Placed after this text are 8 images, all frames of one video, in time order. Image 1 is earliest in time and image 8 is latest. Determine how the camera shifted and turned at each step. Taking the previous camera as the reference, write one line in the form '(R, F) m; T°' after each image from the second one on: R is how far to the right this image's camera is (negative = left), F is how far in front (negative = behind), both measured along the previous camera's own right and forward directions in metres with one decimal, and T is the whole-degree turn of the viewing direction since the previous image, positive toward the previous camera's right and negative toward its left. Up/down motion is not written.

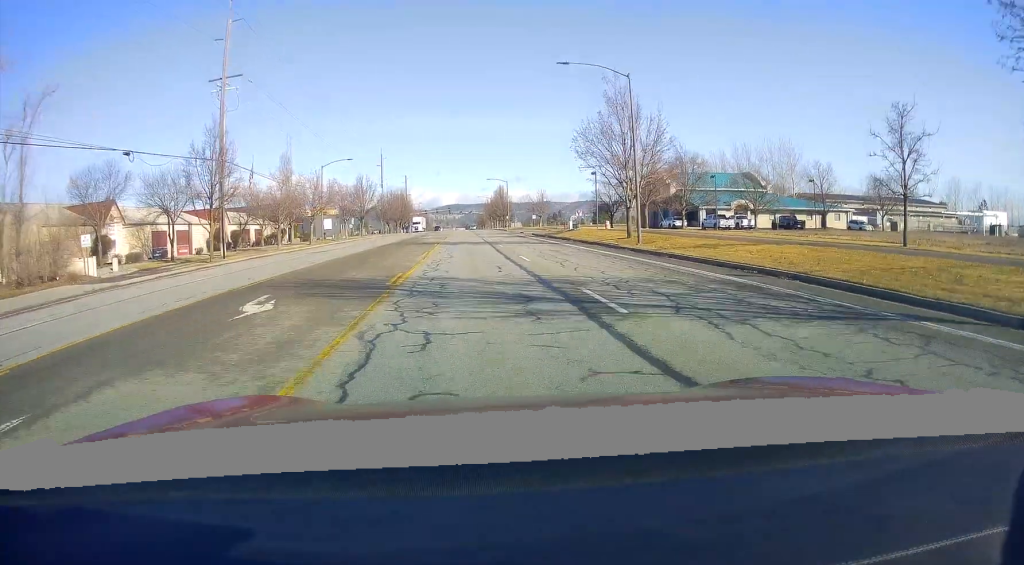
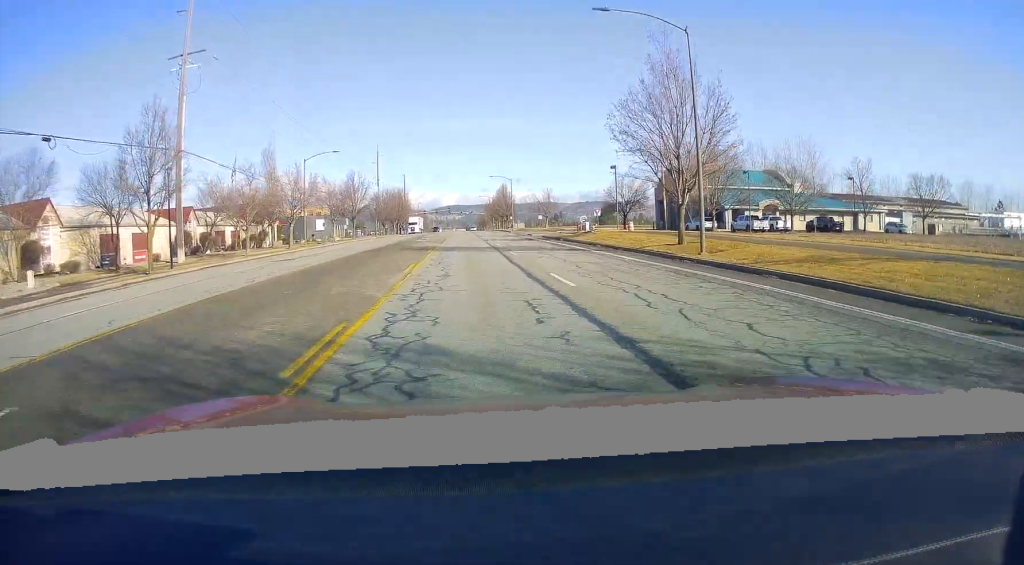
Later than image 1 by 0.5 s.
(0.0, +8.4) m; 0°
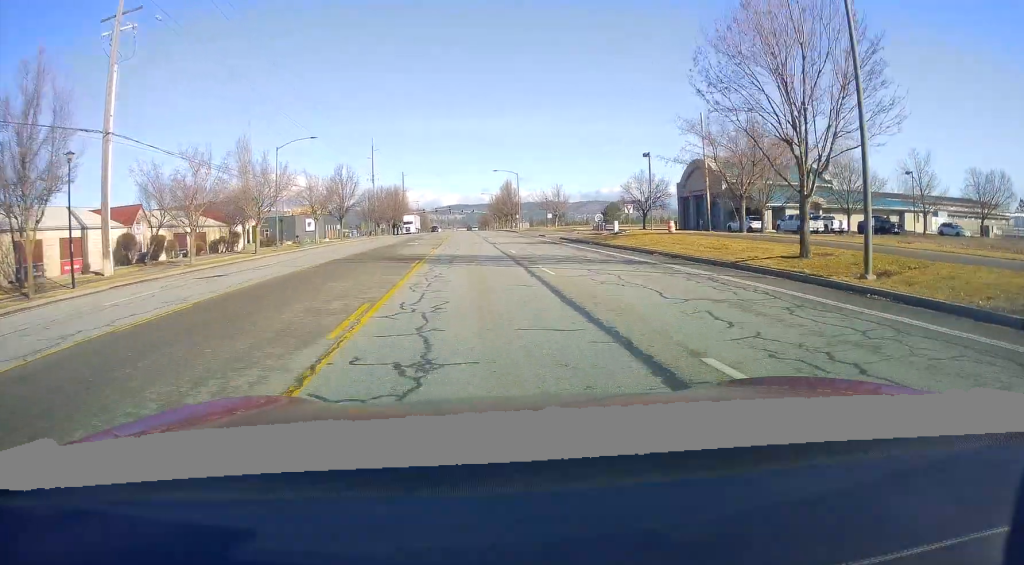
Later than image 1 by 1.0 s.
(0.0, +10.8) m; 0°
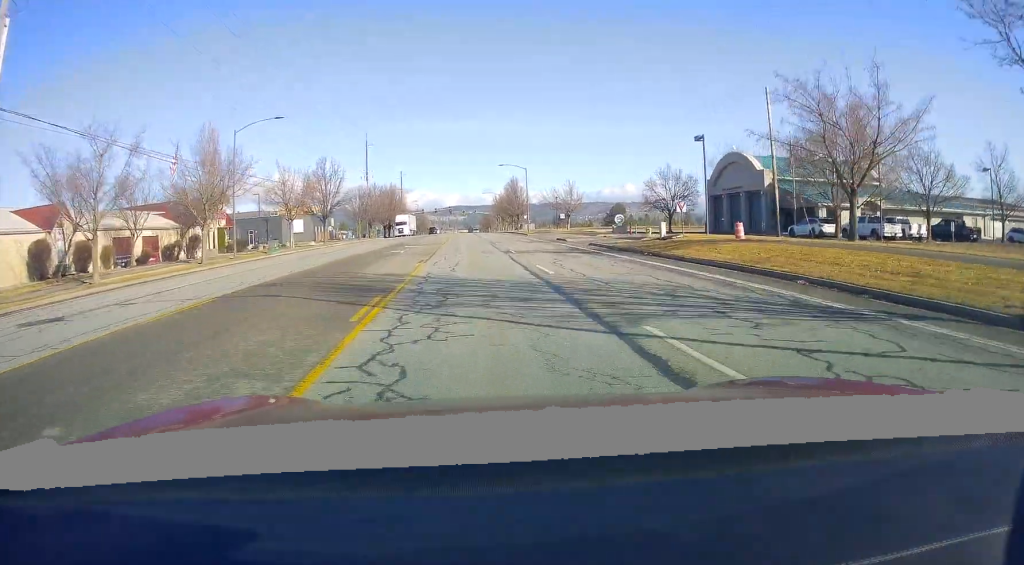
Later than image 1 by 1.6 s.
(0.0, +10.9) m; 0°
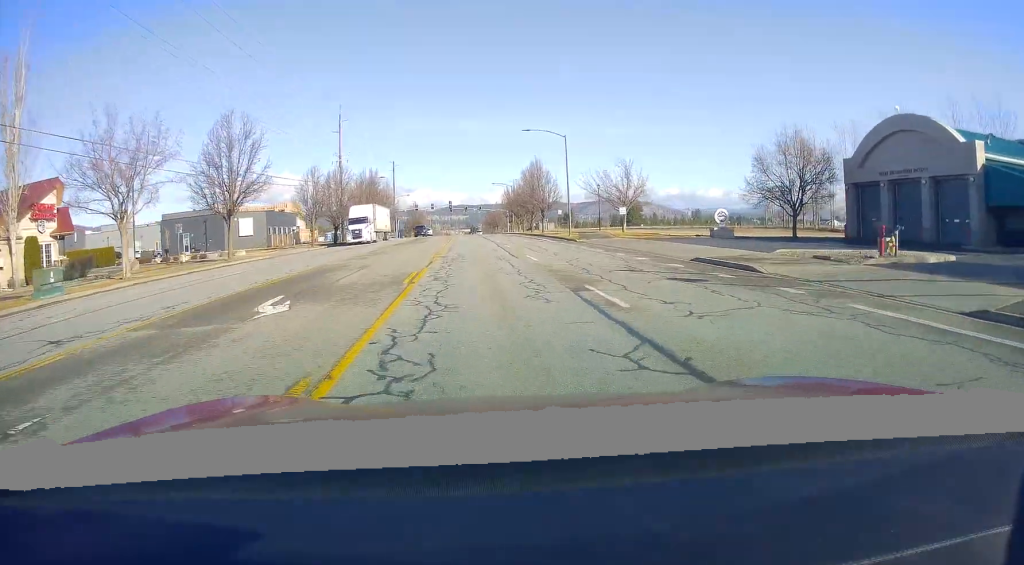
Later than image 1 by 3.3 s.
(0.0, +31.9) m; 0°
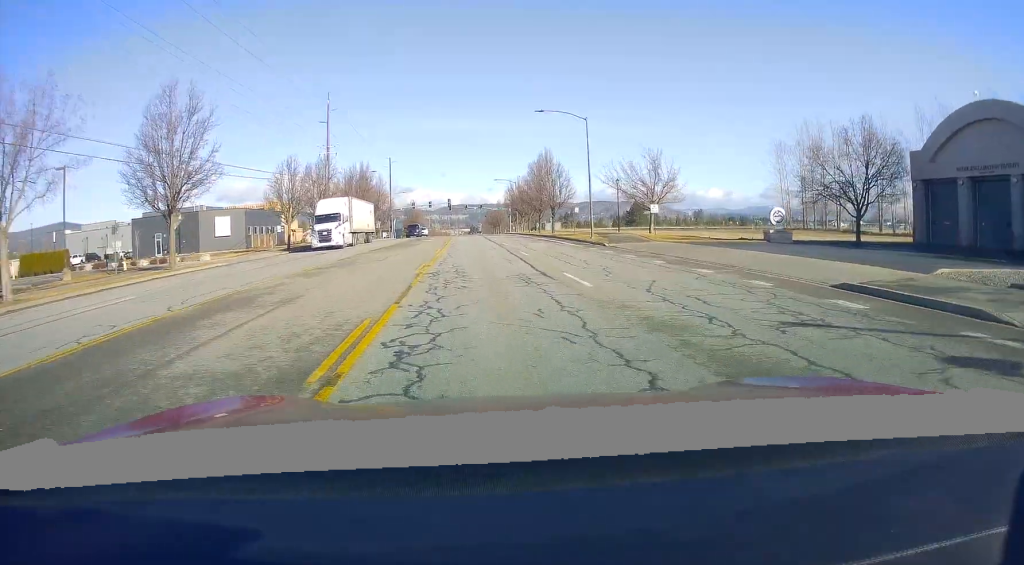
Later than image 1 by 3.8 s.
(0.0, +9.3) m; 0°
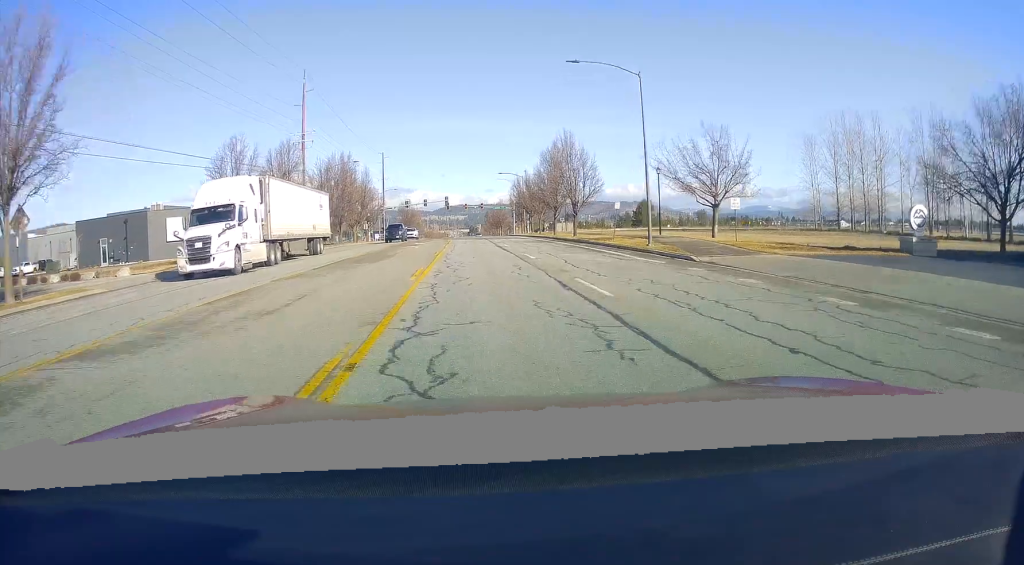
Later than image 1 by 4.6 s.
(0.0, +14.0) m; 0°
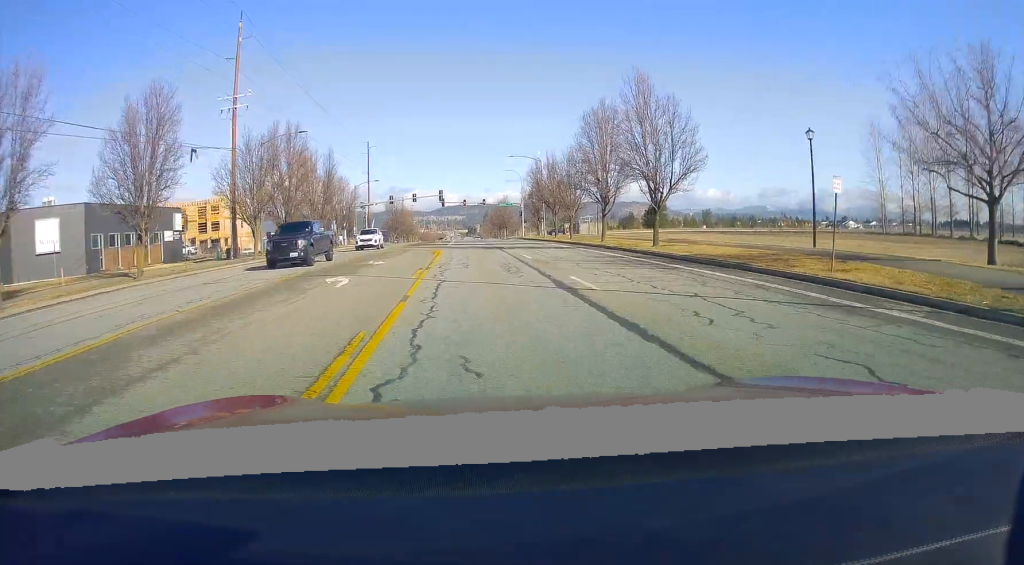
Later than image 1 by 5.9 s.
(-0.2, +24.7) m; -1°
